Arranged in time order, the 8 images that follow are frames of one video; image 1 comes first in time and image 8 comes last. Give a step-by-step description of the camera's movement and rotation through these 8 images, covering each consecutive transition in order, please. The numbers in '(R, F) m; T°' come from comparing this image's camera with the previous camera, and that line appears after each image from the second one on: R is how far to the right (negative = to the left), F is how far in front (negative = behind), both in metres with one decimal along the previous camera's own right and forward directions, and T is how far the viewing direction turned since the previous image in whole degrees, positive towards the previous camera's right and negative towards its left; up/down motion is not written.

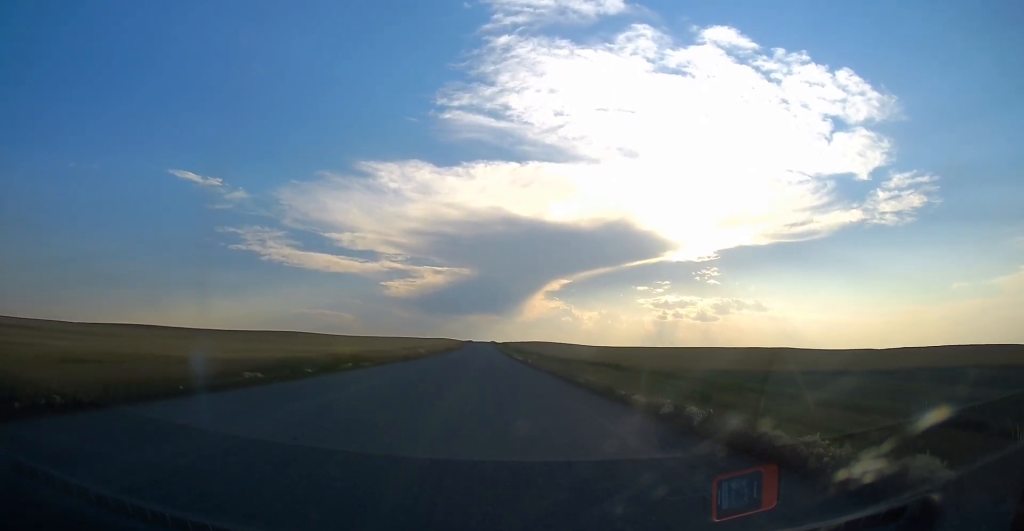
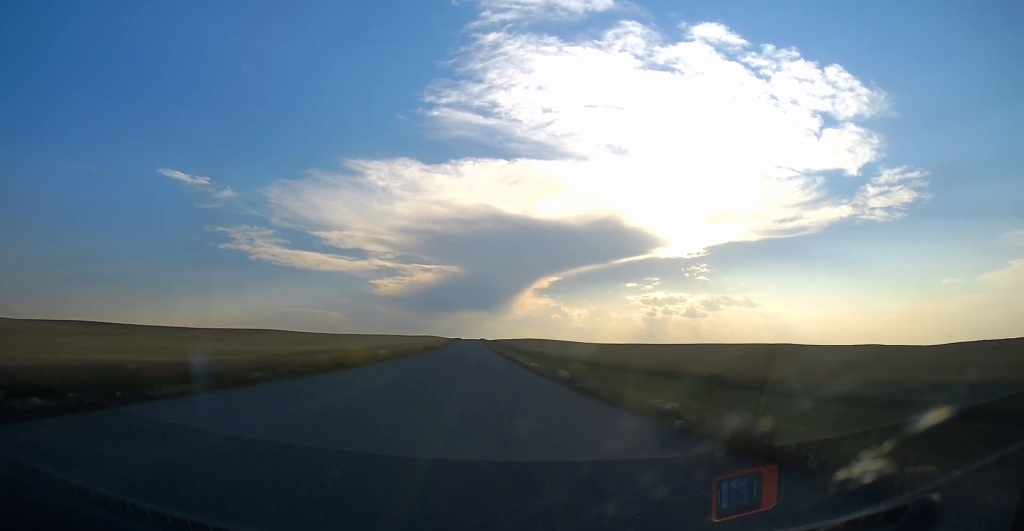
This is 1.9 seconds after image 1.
(-0.5, +30.6) m; -2°
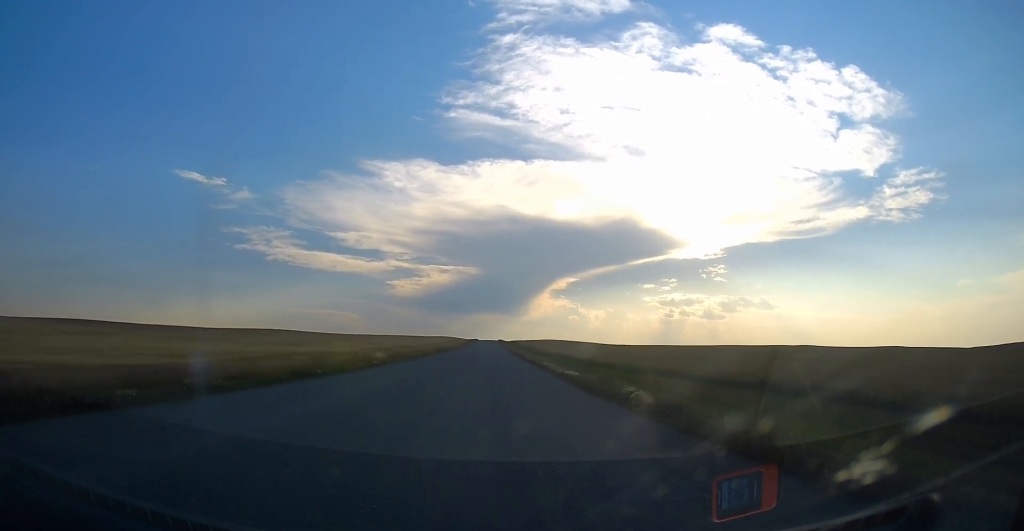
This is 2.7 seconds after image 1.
(0.0, +12.2) m; 0°
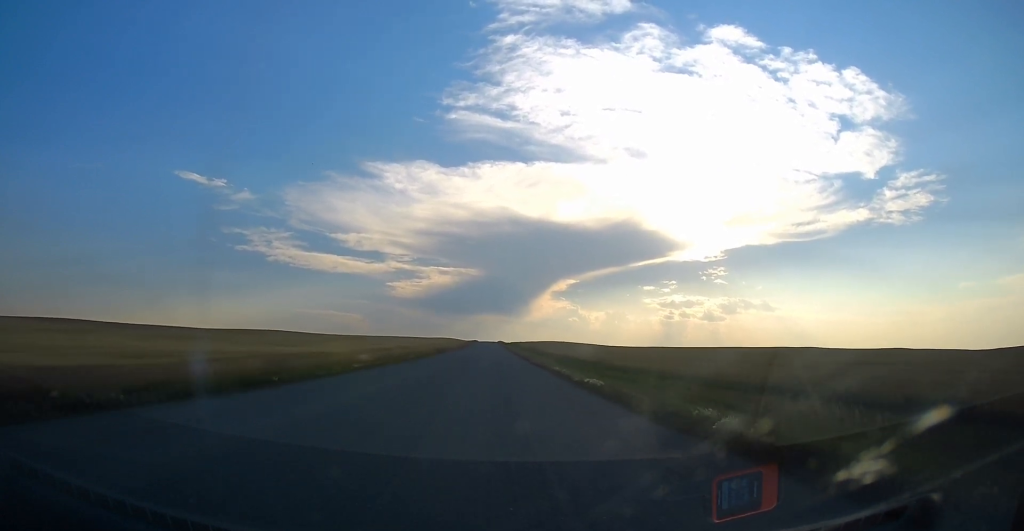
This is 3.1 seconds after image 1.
(0.0, +7.3) m; 0°
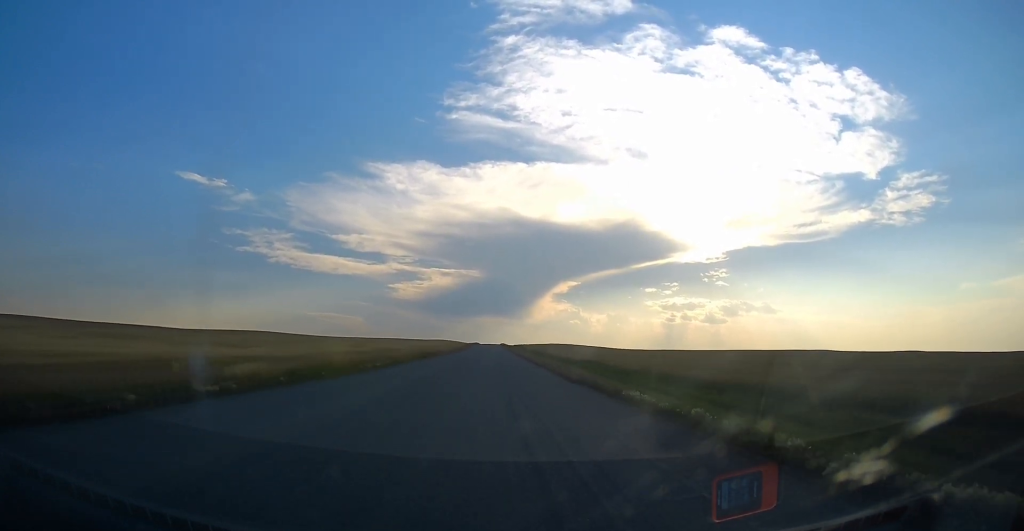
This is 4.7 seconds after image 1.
(0.0, +23.8) m; 0°
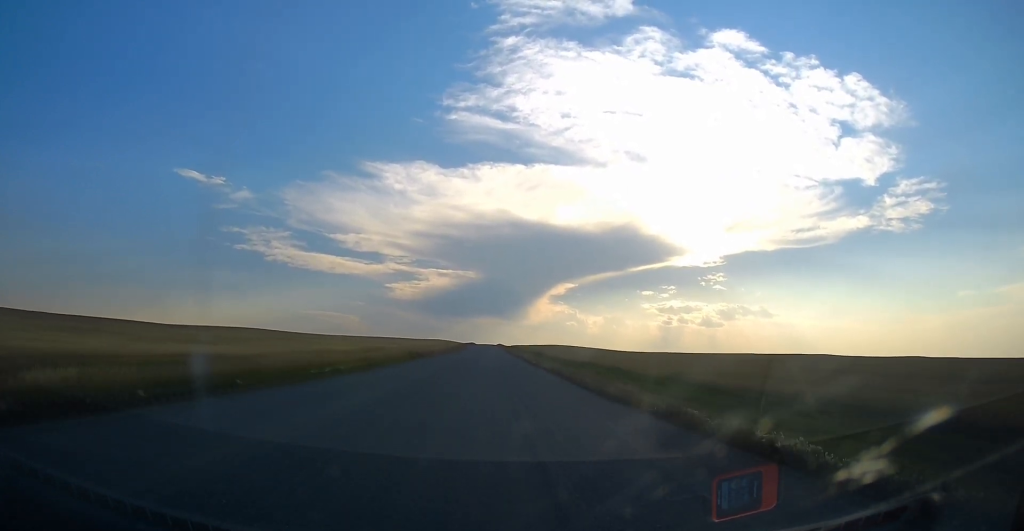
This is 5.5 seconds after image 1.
(0.0, +11.5) m; 0°
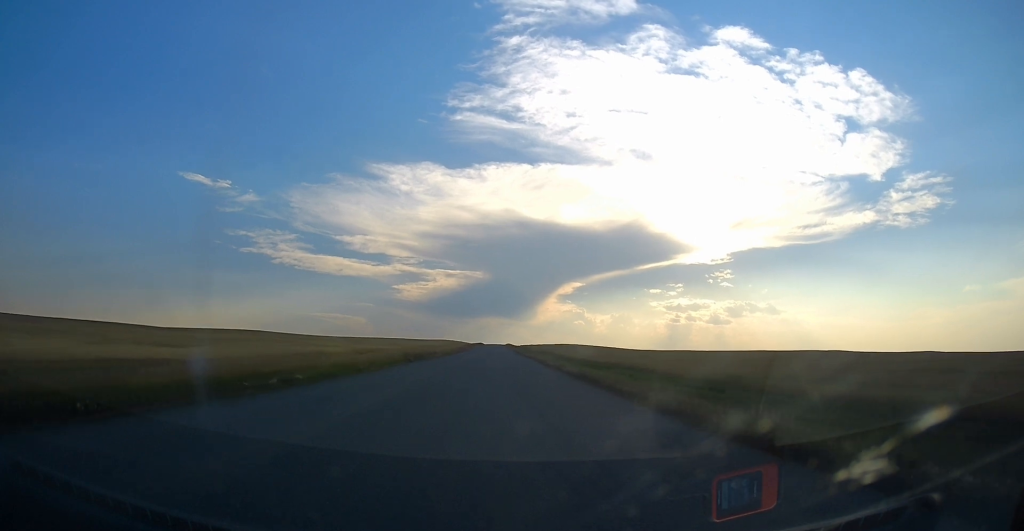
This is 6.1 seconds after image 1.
(0.0, +10.1) m; 0°
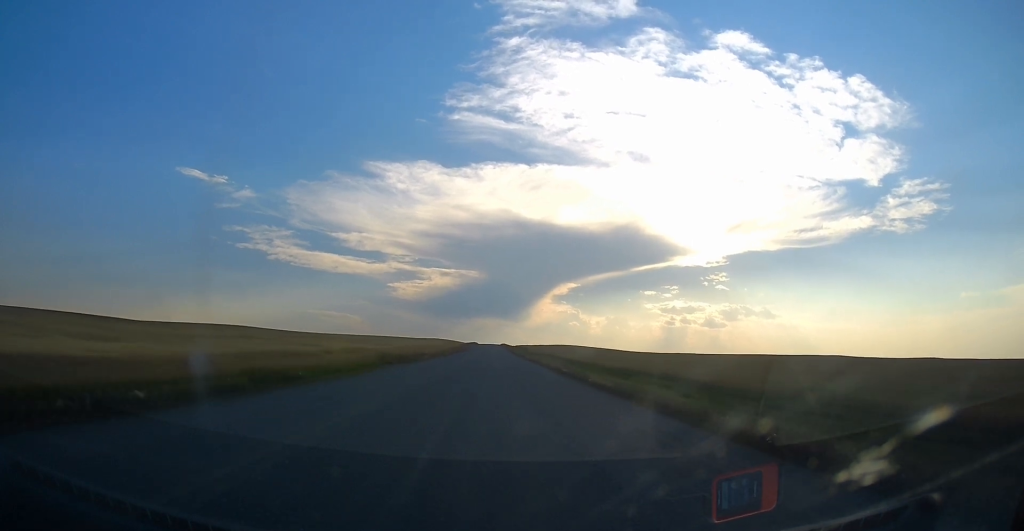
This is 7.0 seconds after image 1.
(0.0, +12.8) m; 0°
